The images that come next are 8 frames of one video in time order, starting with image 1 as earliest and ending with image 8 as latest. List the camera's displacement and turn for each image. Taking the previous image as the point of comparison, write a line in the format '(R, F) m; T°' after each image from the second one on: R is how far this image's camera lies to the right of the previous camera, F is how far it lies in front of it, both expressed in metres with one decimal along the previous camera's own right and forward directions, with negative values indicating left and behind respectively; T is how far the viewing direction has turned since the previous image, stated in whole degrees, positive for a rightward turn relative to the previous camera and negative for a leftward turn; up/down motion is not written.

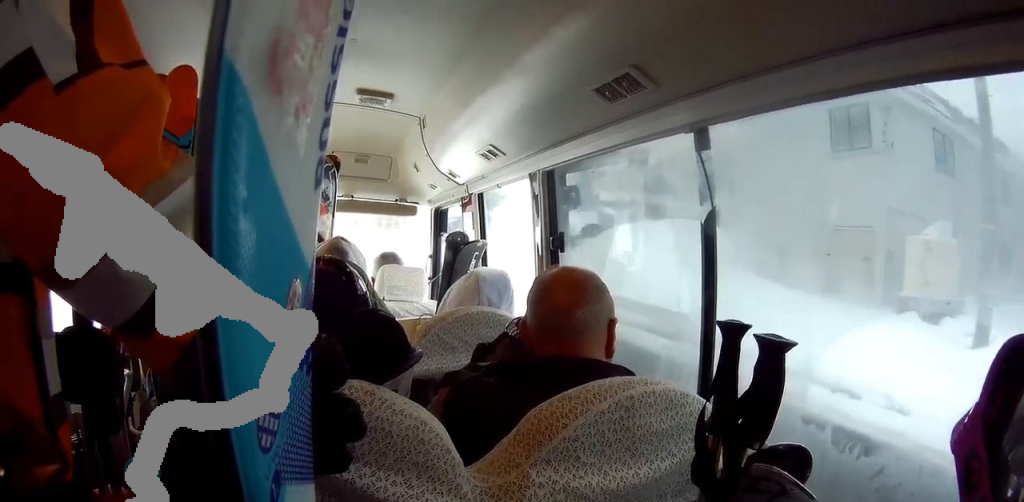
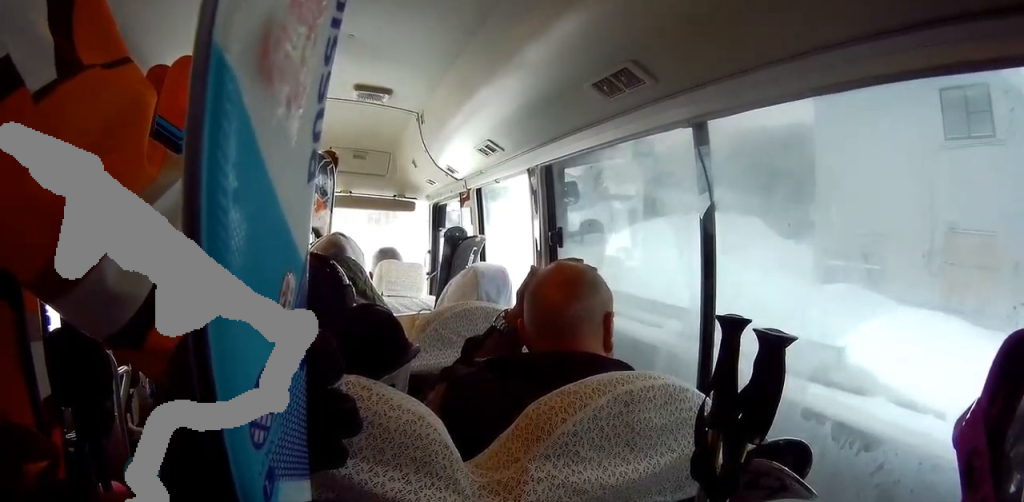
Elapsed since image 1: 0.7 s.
(0.0, +5.5) m; 0°
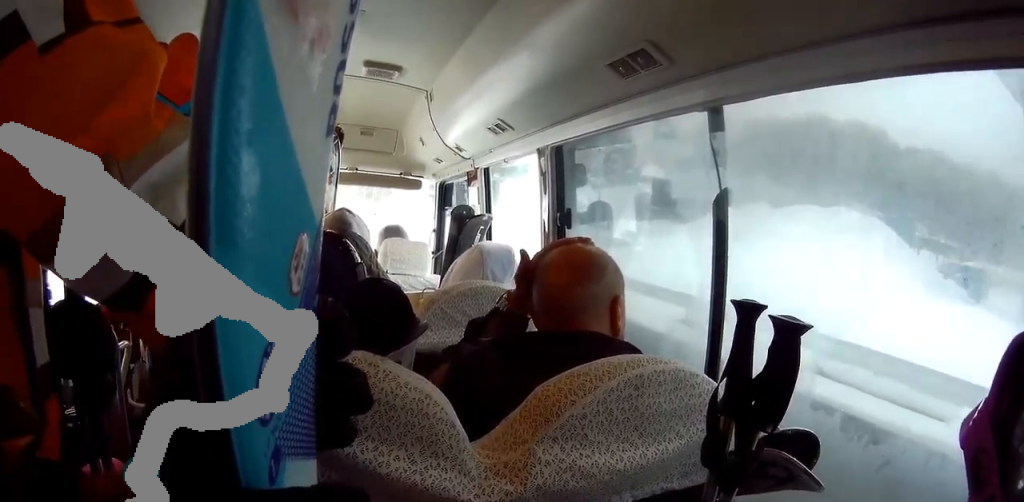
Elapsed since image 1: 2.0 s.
(0.0, +9.0) m; 0°
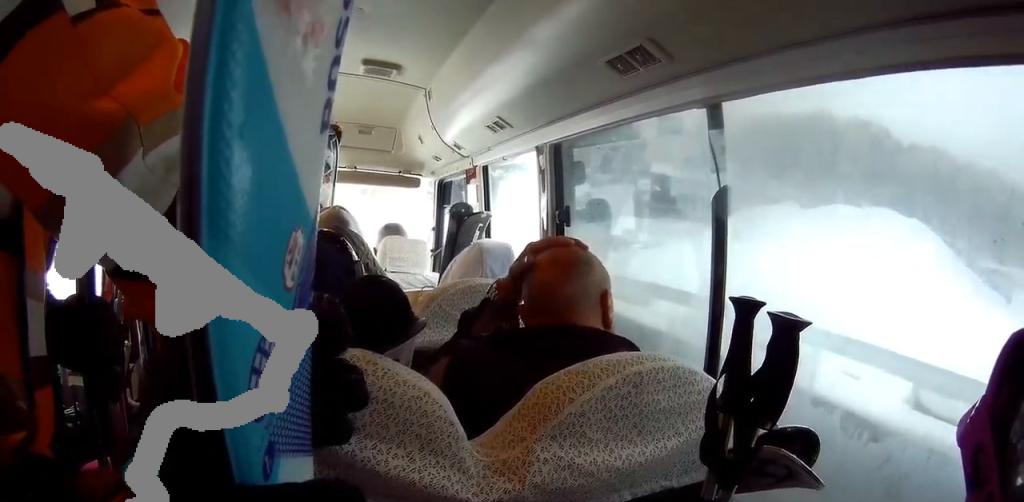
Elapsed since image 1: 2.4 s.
(0.0, +2.4) m; 0°
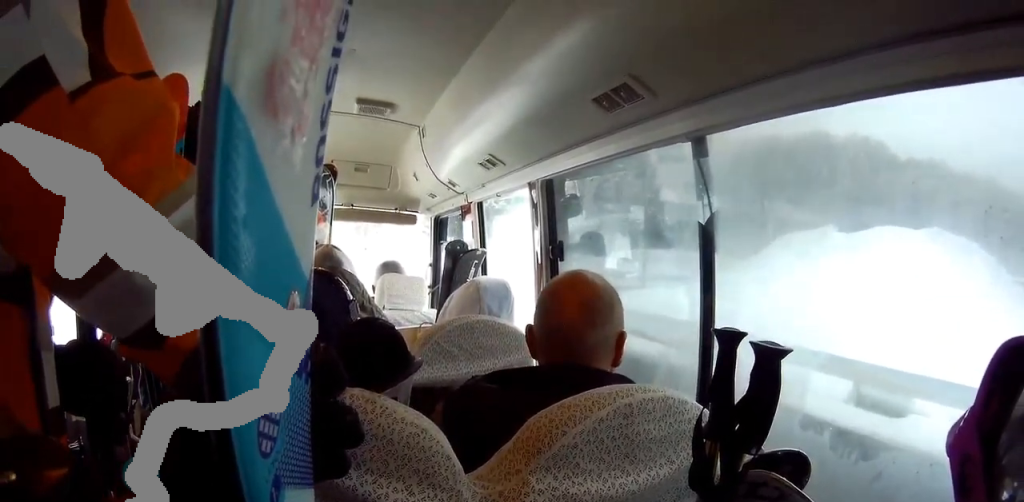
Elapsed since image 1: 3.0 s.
(0.0, +3.3) m; 0°
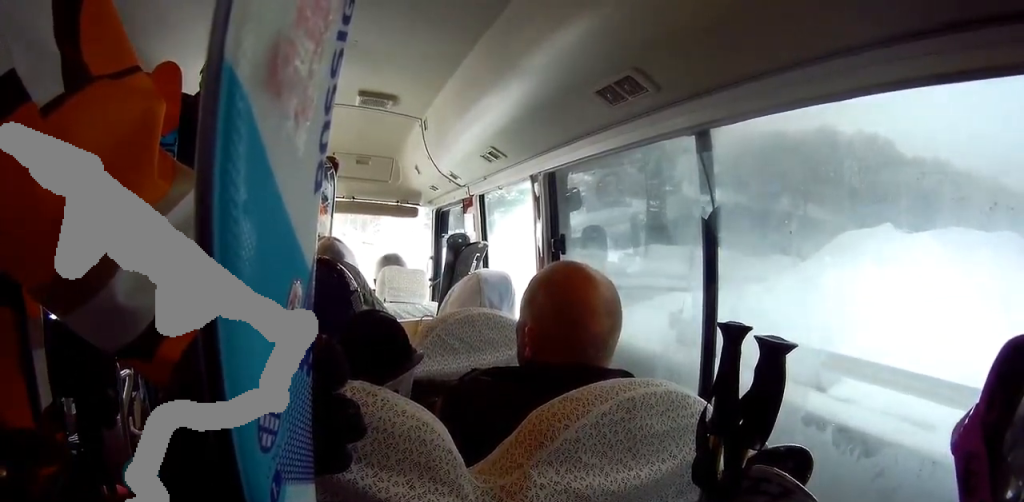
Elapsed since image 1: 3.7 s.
(0.0, +3.6) m; 0°
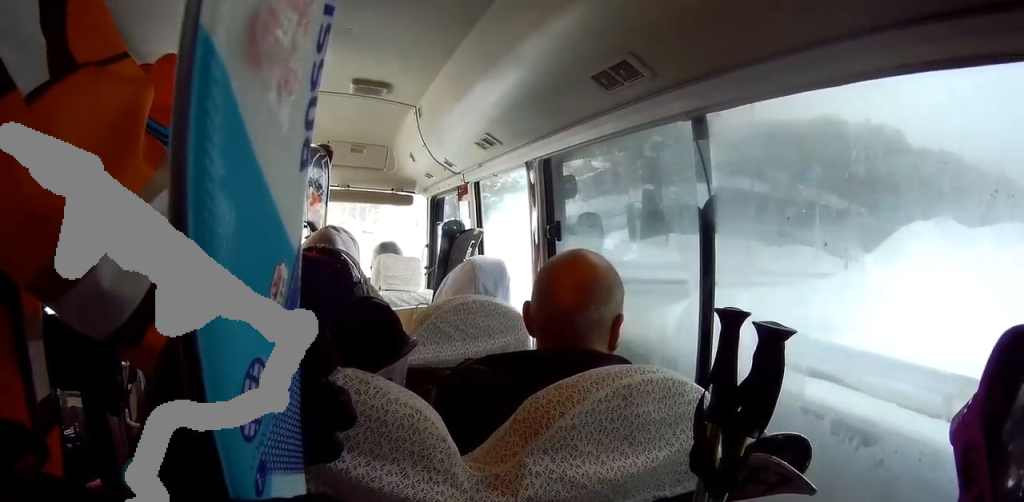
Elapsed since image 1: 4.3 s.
(0.0, +2.9) m; +6°
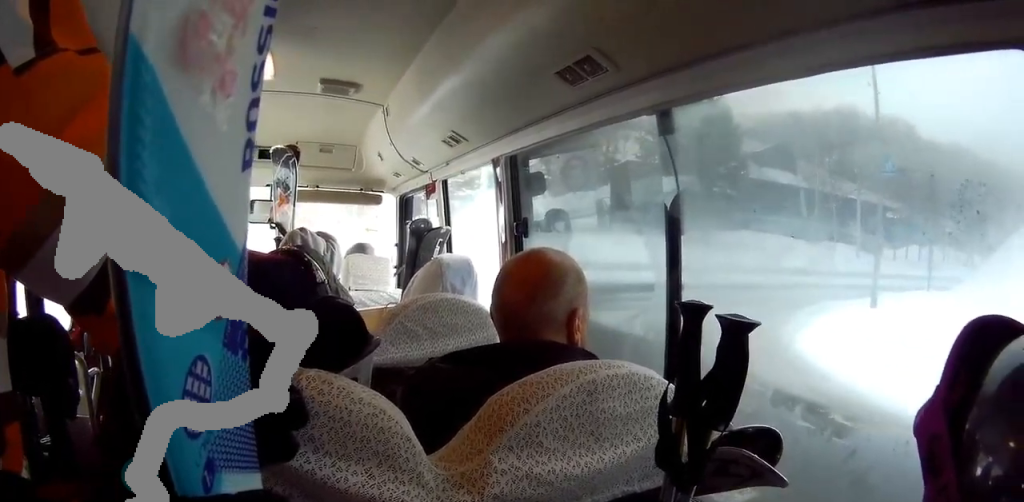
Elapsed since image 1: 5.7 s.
(+0.7, +4.4) m; 0°
